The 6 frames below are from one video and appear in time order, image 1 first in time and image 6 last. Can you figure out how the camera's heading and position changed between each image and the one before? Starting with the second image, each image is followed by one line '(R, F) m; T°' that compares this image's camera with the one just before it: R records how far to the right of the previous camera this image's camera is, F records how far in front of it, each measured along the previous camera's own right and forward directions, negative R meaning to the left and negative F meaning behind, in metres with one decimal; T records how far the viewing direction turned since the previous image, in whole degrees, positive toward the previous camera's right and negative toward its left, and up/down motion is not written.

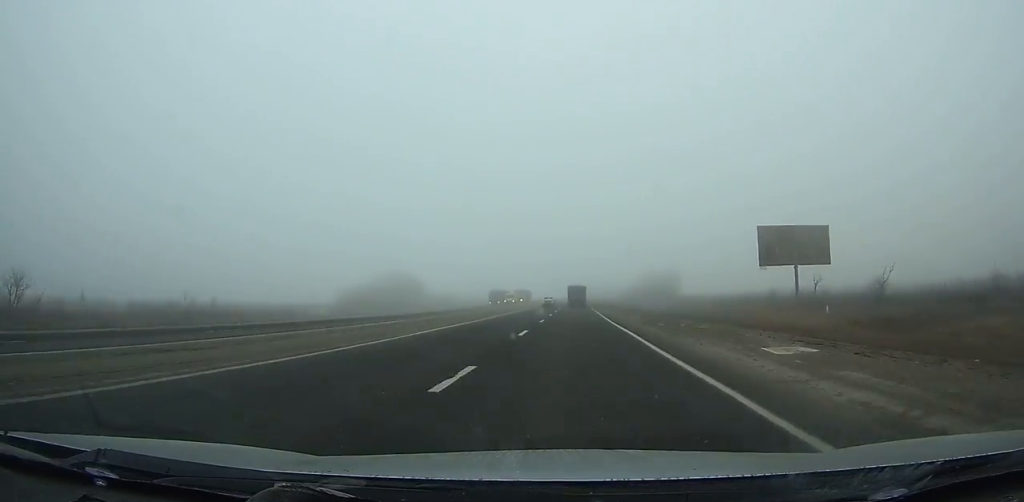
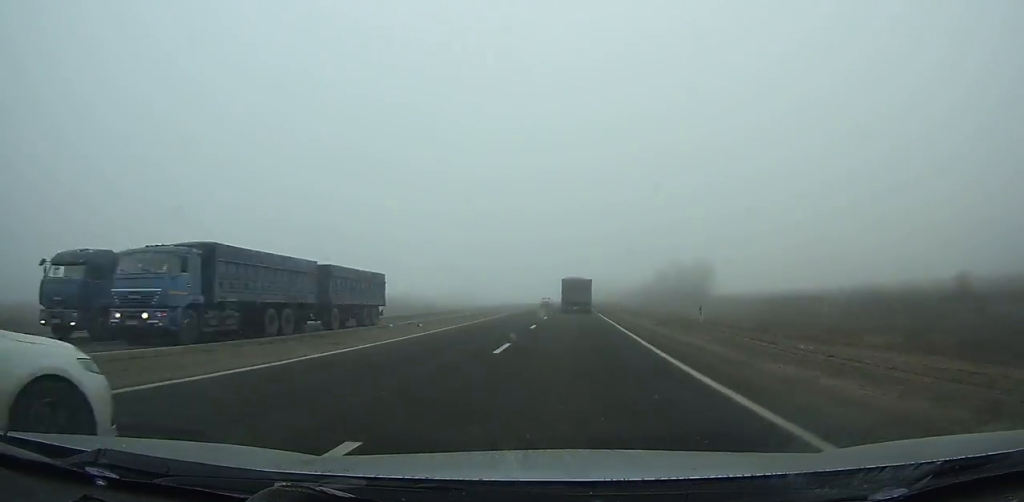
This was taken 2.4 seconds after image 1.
(-0.1, +52.7) m; -1°
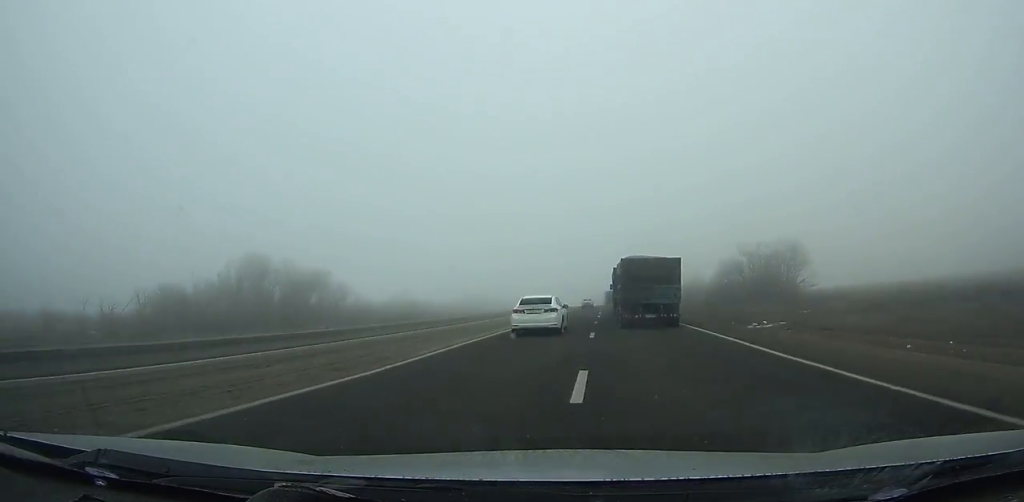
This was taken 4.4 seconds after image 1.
(-0.9, +43.7) m; 0°
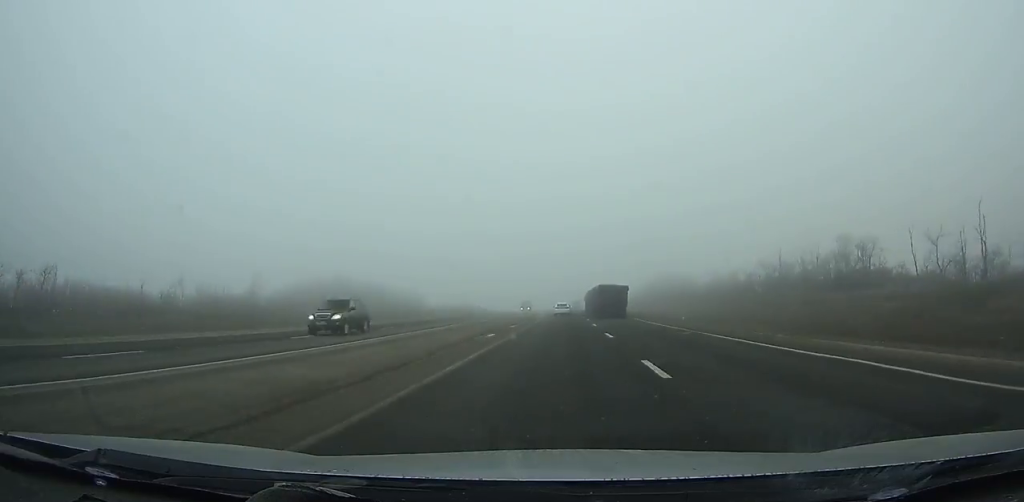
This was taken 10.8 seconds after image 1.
(+3.8, +142.9) m; +2°
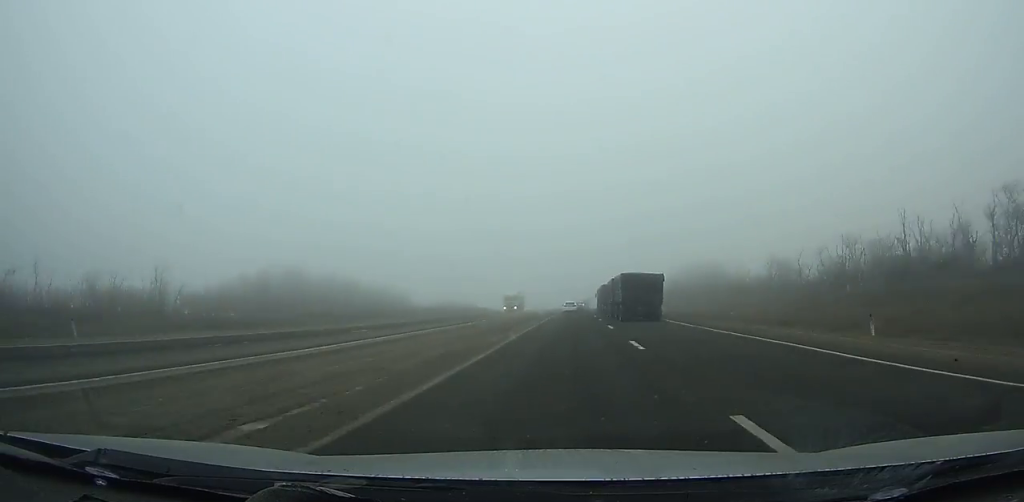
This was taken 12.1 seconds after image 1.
(-0.1, +30.0) m; 0°
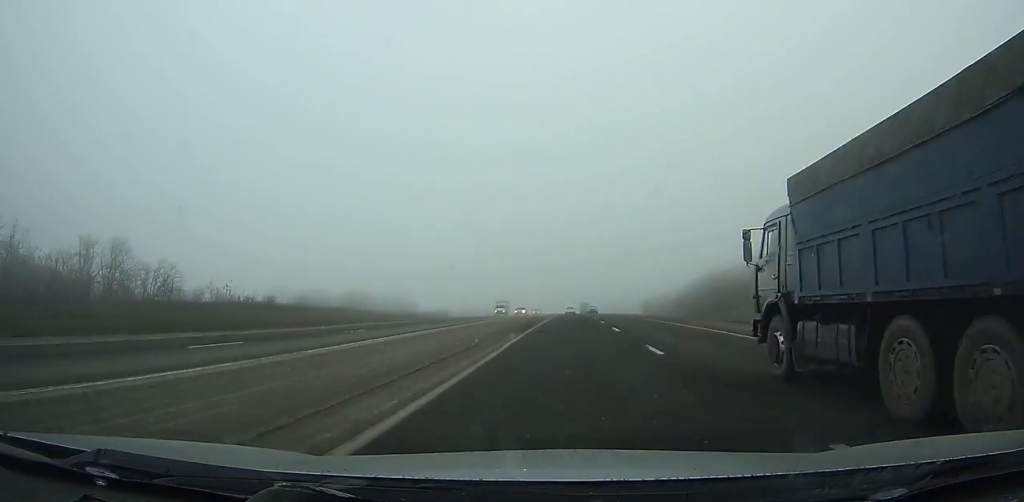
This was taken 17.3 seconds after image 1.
(-0.1, +121.9) m; 0°
